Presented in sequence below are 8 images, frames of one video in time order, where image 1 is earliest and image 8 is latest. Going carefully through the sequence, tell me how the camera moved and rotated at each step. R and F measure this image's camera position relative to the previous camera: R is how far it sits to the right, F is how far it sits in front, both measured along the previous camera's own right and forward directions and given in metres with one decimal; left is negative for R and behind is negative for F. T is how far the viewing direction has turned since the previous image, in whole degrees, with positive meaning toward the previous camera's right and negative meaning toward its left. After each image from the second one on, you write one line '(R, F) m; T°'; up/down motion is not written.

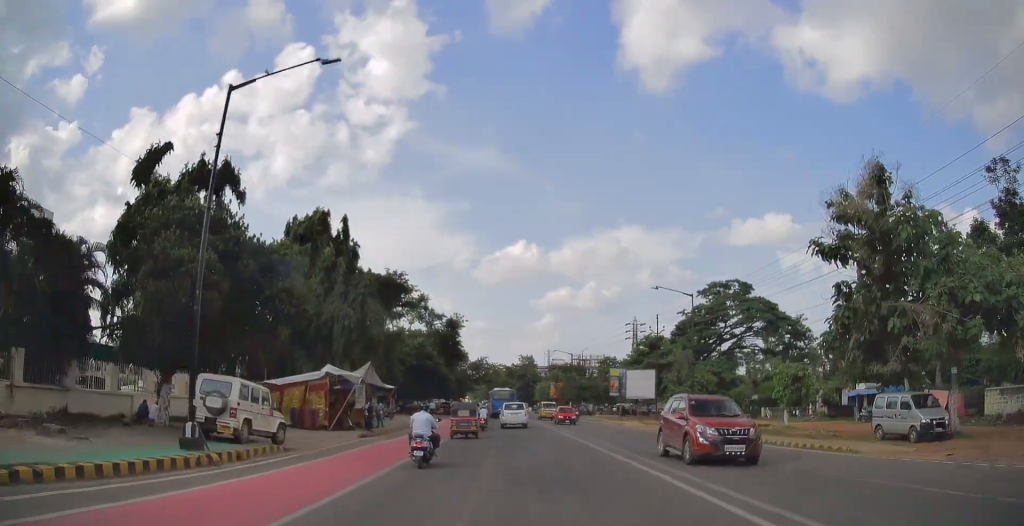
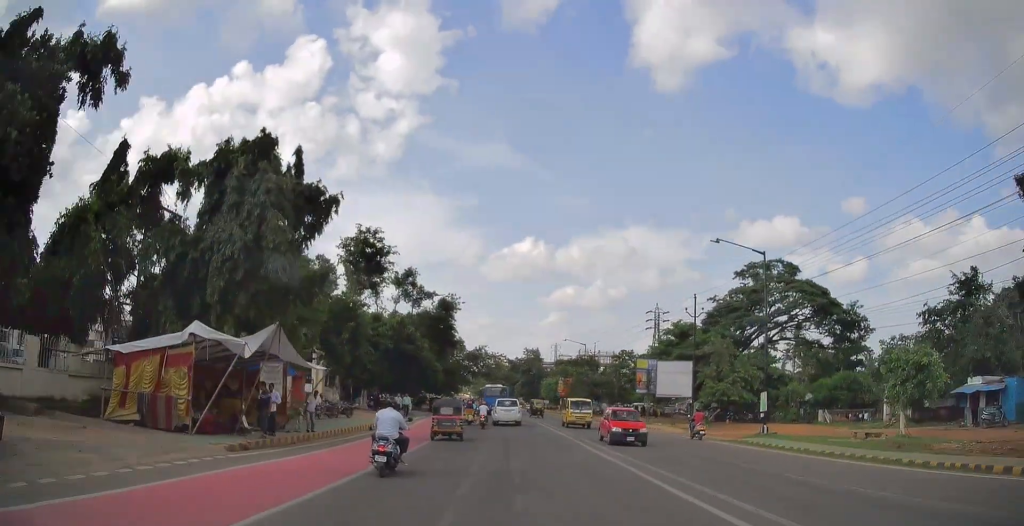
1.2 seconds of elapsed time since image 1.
(0.0, +12.6) m; 0°
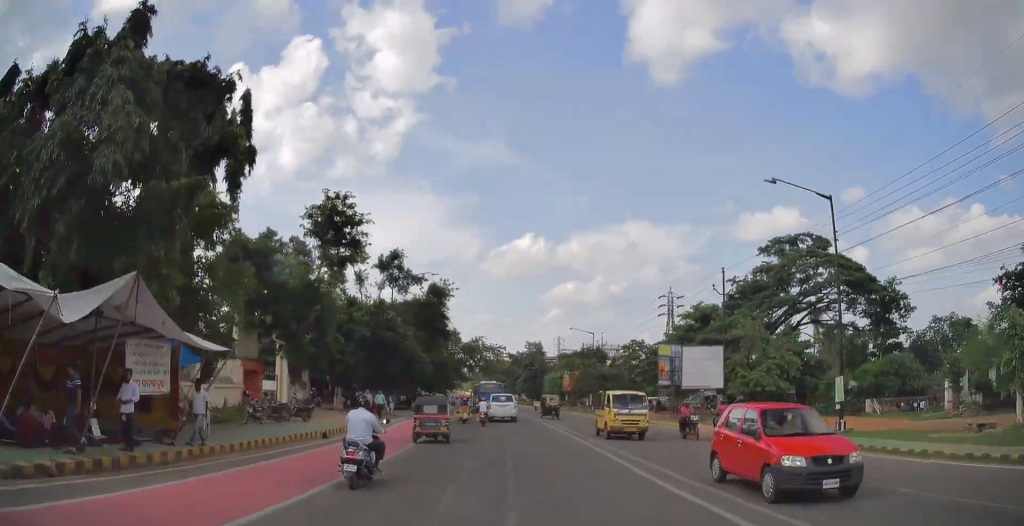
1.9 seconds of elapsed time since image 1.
(0.0, +7.8) m; 0°
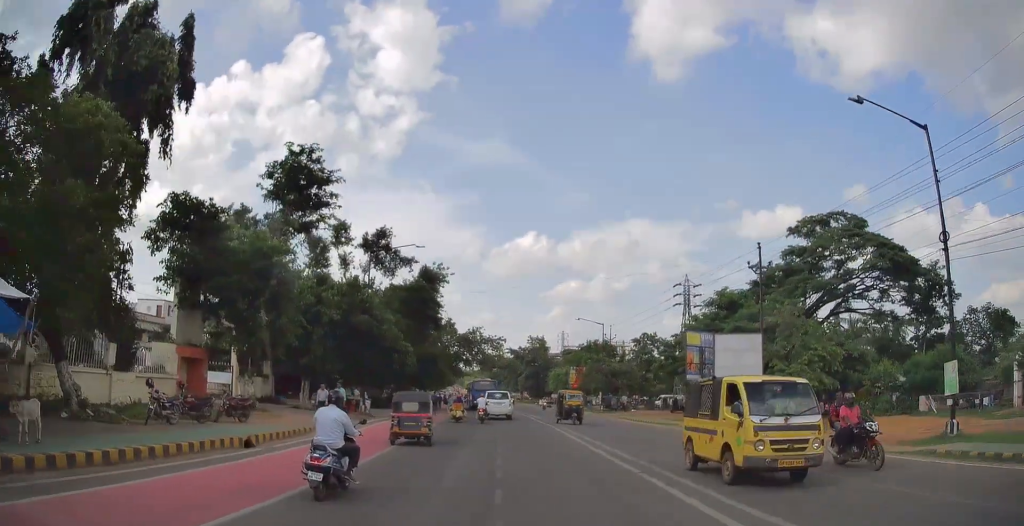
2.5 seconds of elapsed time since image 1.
(0.0, +7.1) m; 0°
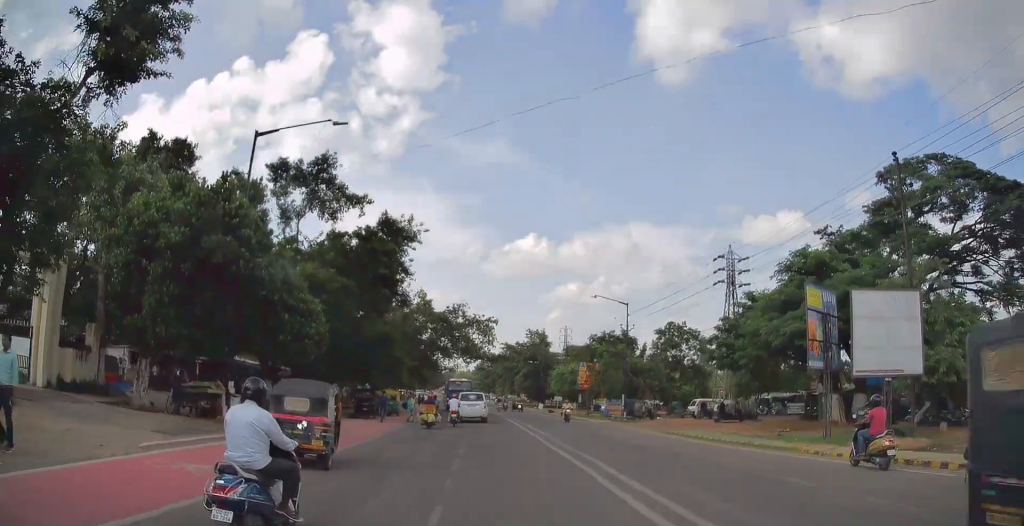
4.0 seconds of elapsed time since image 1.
(0.0, +16.5) m; 0°
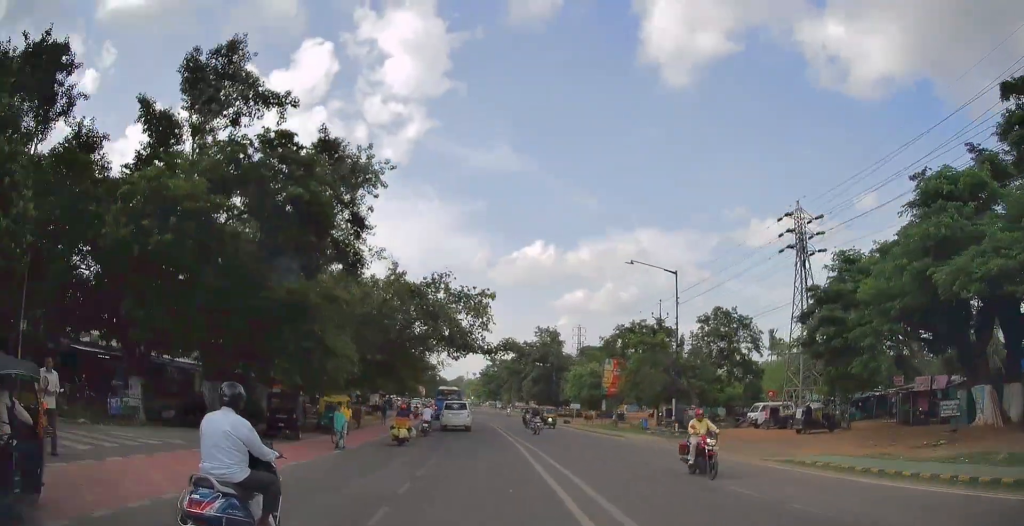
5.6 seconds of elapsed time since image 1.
(0.0, +14.7) m; 0°
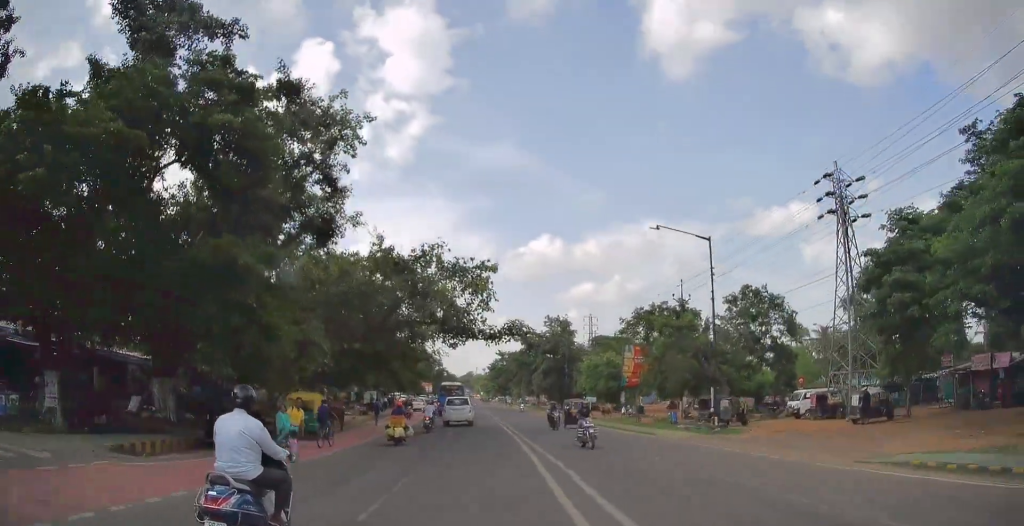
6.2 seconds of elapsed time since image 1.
(0.0, +5.6) m; 0°
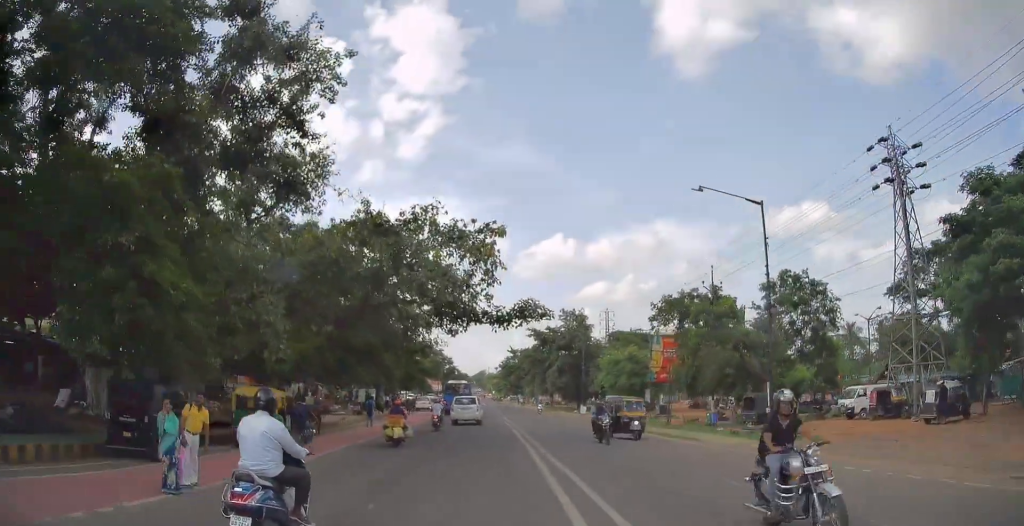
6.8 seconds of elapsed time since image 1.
(0.0, +5.6) m; 0°
